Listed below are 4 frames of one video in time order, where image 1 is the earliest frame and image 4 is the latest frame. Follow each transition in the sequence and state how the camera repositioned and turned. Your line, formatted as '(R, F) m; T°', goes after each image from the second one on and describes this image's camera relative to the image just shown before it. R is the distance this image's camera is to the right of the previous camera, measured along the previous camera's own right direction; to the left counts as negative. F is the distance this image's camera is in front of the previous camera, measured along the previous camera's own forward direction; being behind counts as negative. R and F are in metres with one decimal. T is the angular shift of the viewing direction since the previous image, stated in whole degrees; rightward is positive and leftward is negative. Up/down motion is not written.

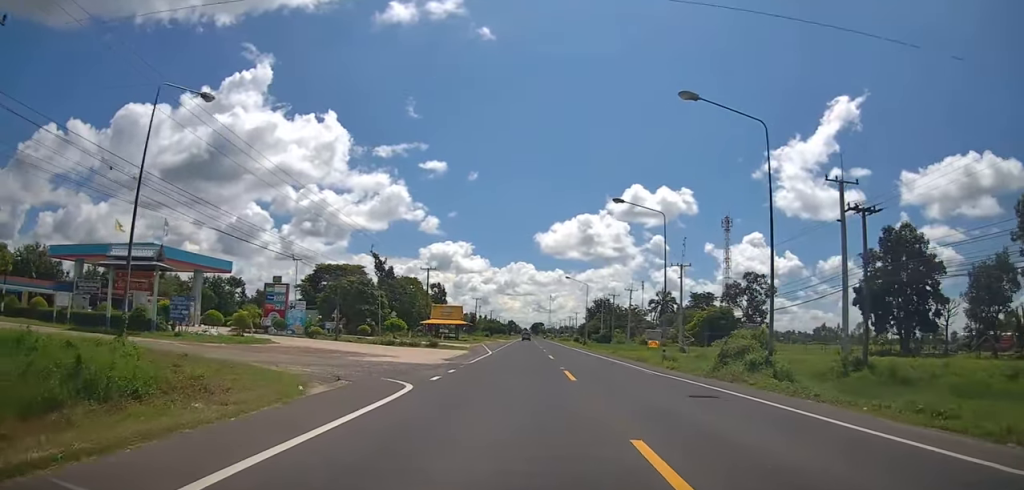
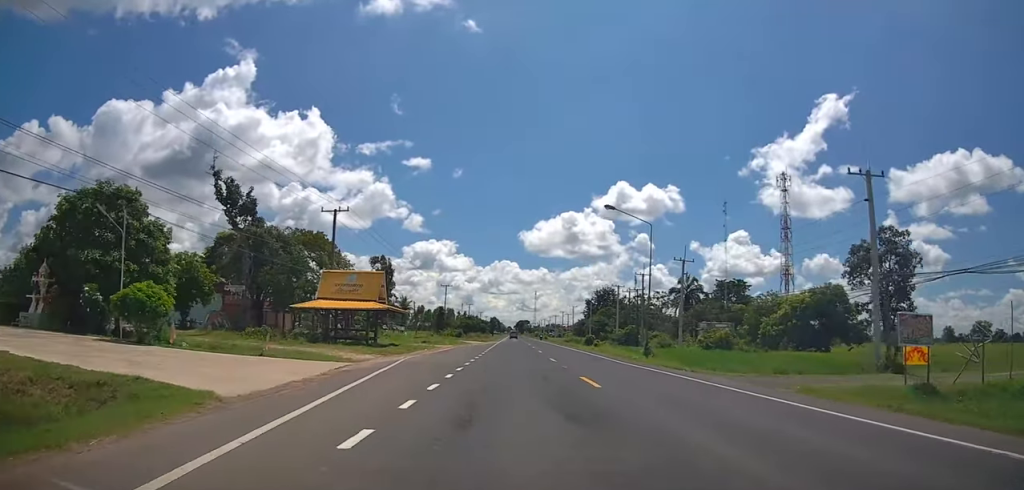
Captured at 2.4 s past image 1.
(+0.2, +42.1) m; +1°
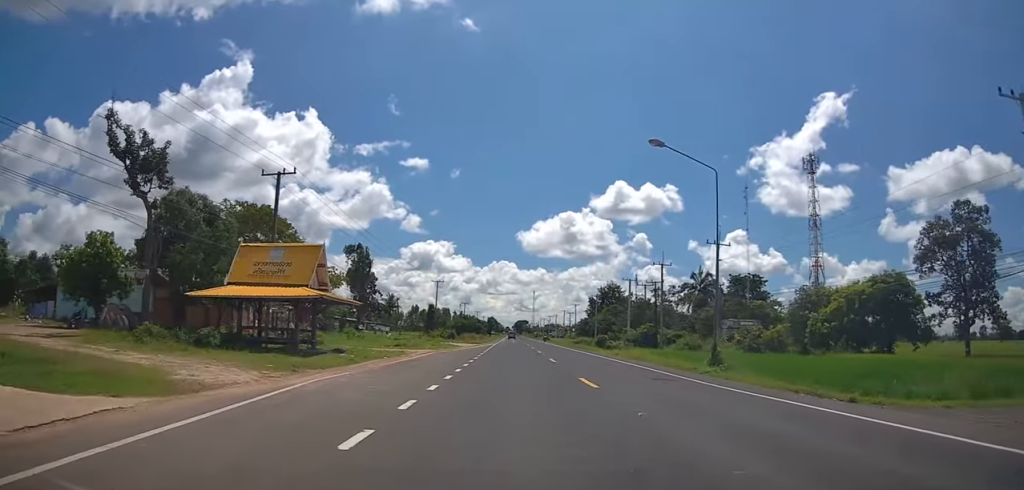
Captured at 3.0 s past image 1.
(+0.4, +12.1) m; +2°
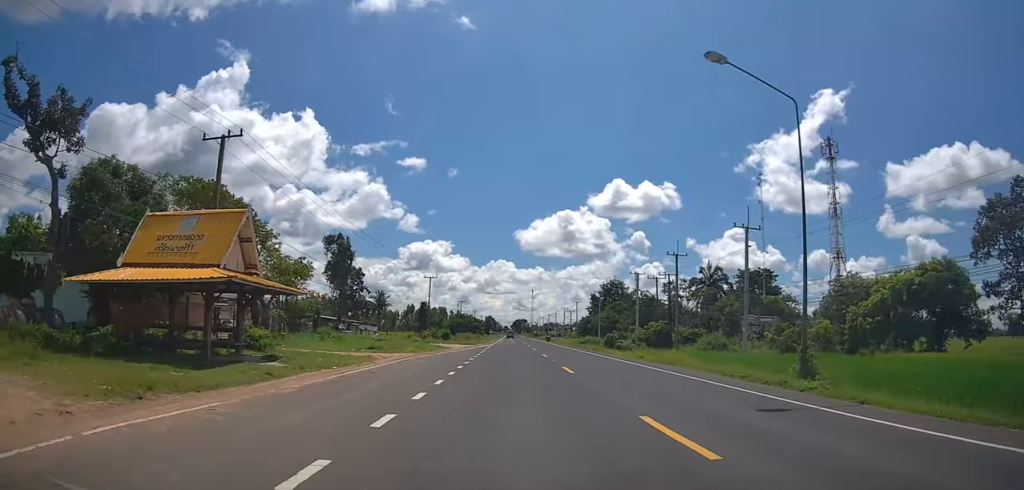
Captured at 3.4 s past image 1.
(0.0, +7.7) m; 0°
